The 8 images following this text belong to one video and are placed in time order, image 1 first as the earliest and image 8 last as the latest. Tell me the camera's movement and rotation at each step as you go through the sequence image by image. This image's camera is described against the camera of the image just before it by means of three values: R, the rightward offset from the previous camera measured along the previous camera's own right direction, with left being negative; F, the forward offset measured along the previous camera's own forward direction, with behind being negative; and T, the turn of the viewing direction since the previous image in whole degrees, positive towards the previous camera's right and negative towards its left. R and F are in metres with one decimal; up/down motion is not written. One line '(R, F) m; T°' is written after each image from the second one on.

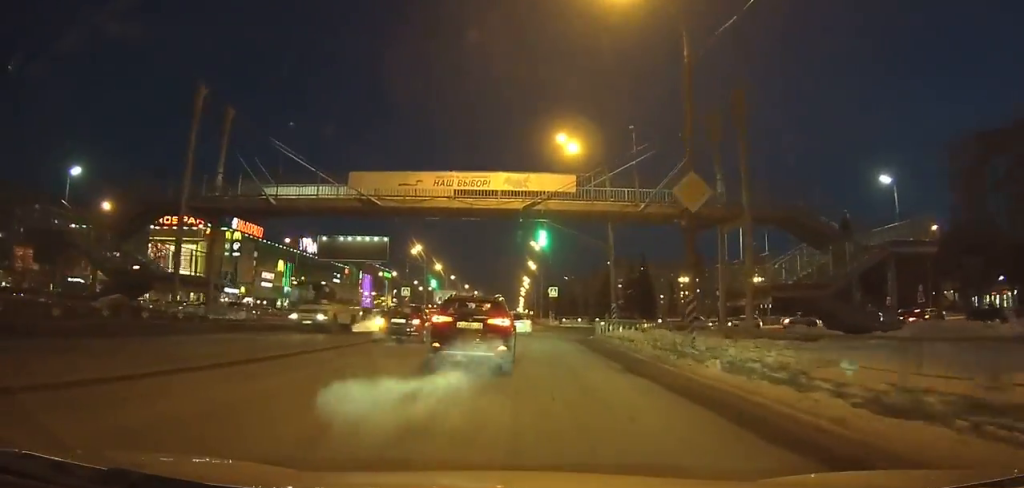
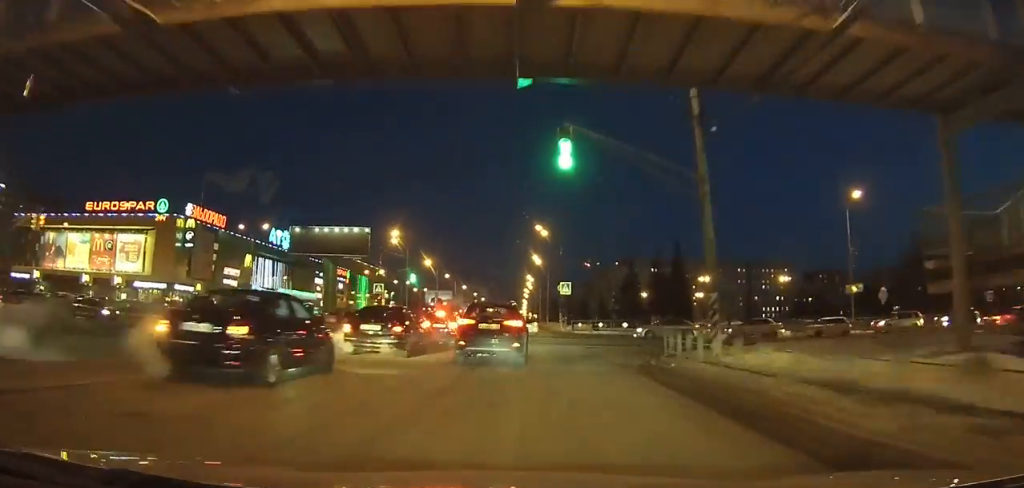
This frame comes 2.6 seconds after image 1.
(-0.2, +17.6) m; 0°
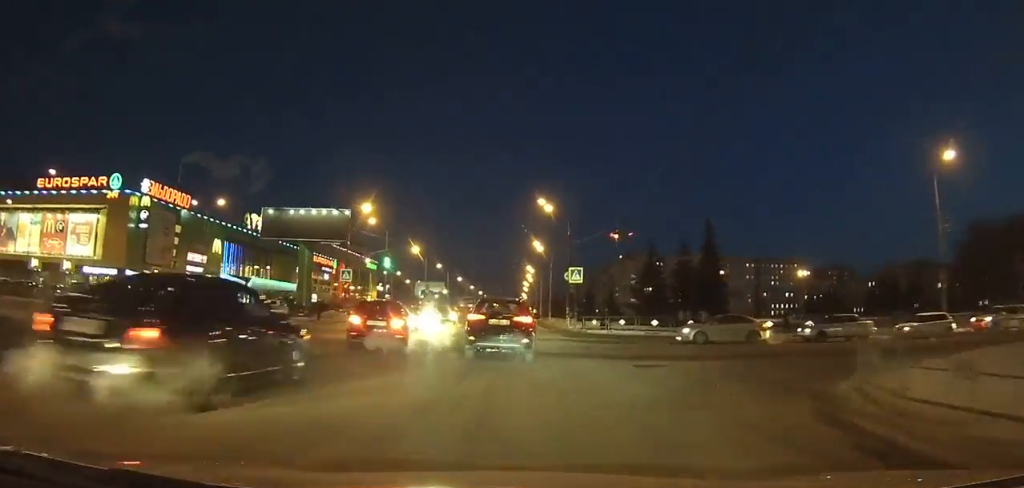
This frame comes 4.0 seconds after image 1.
(-0.1, +10.6) m; 0°
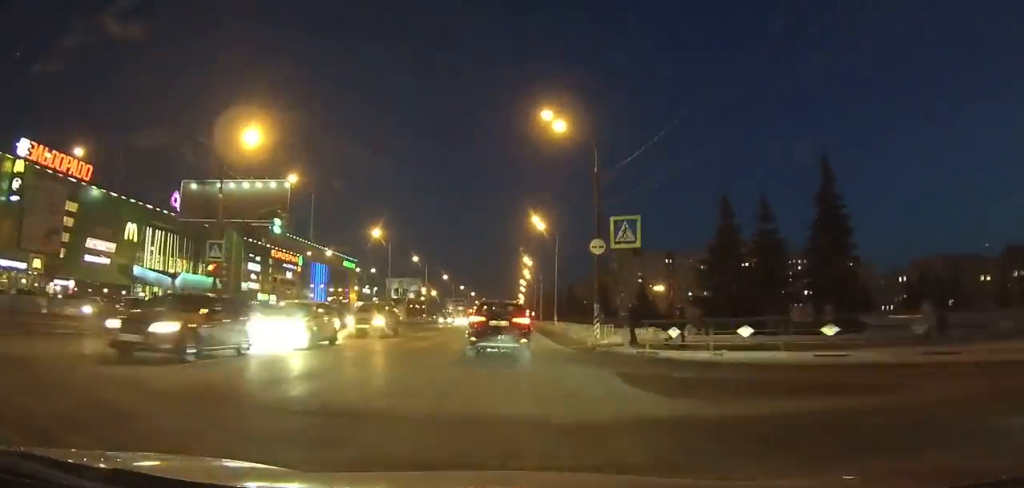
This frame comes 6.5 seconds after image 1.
(+0.2, +23.8) m; 0°
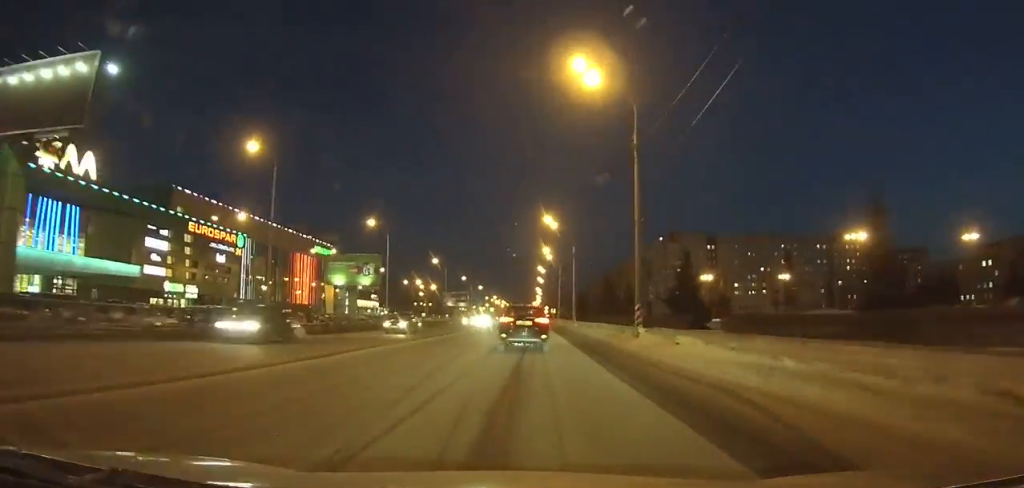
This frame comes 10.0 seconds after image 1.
(-0.4, +39.2) m; -1°
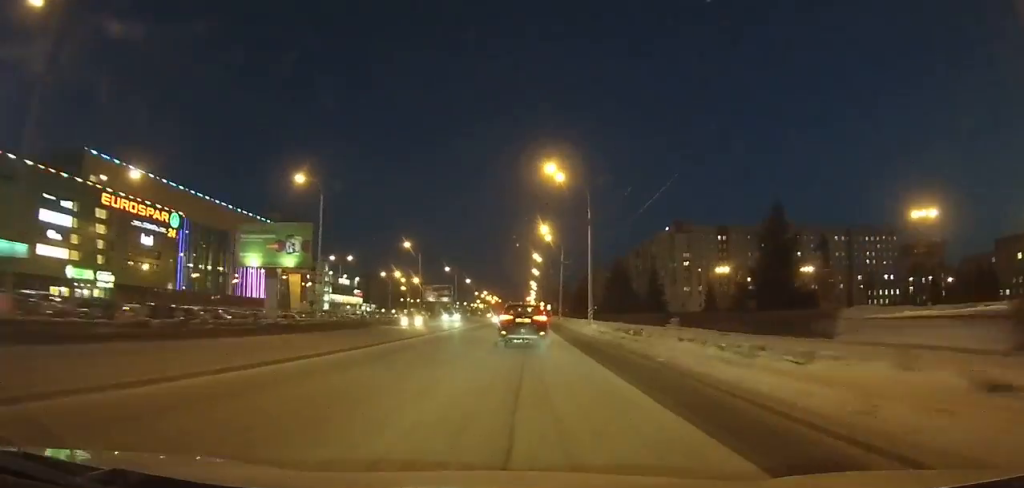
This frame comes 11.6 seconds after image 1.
(-0.1, +20.1) m; 0°
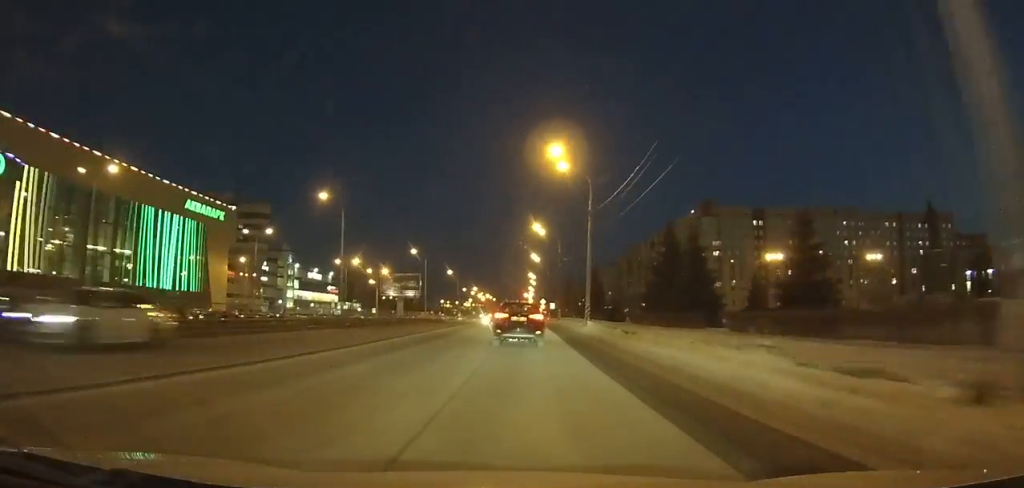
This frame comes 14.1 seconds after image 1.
(0.0, +31.6) m; 0°
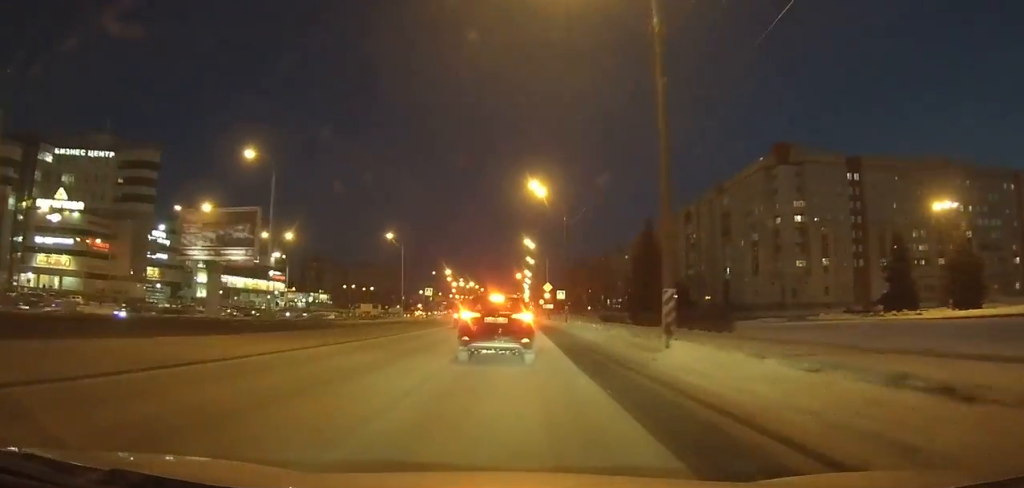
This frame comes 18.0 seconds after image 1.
(+0.6, +45.2) m; +1°
